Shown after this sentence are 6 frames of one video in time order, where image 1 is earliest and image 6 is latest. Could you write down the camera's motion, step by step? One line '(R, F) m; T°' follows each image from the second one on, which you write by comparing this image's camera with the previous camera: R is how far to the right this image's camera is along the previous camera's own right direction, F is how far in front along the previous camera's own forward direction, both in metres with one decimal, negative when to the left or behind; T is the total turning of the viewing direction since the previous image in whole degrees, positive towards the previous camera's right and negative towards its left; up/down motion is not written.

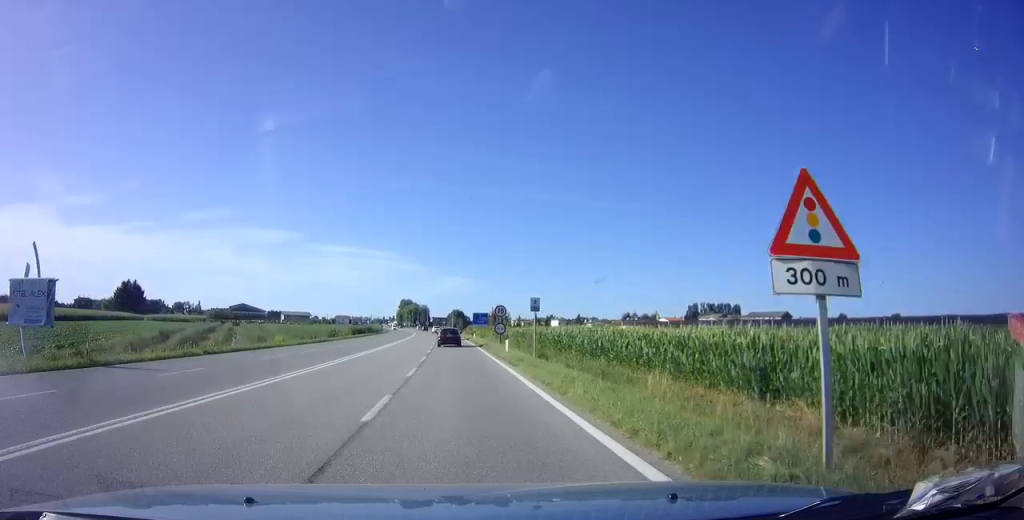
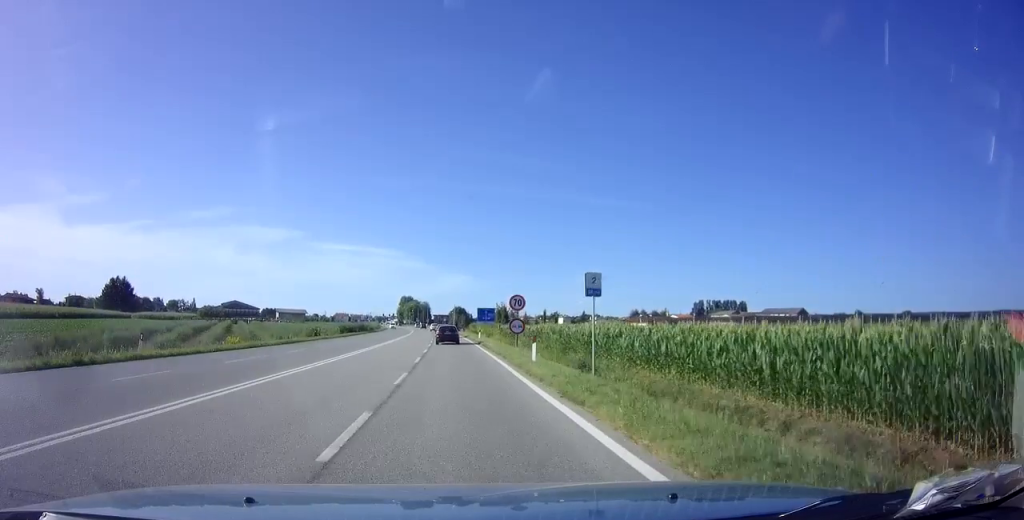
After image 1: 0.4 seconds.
(0.0, +9.8) m; 0°
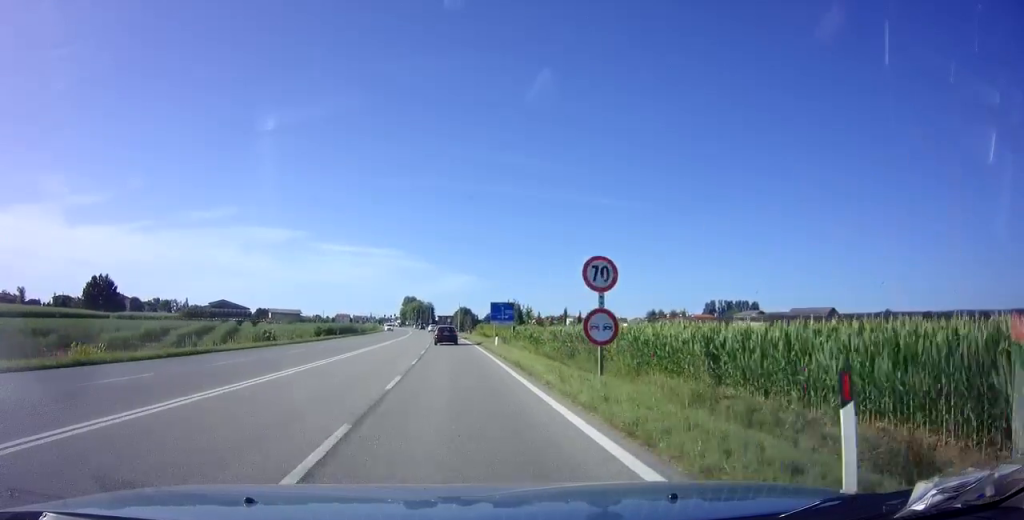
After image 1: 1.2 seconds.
(0.0, +16.6) m; 0°
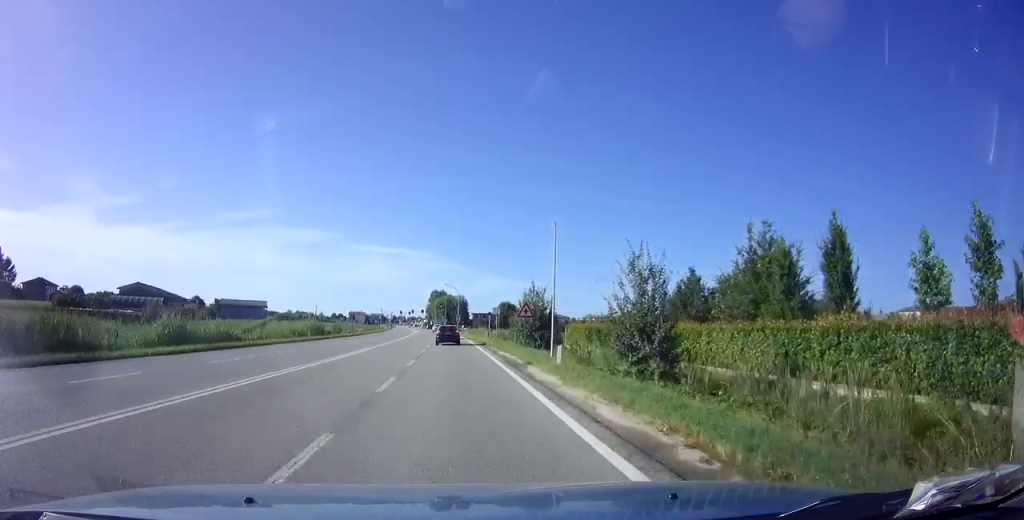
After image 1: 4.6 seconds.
(-2.4, +76.0) m; -4°
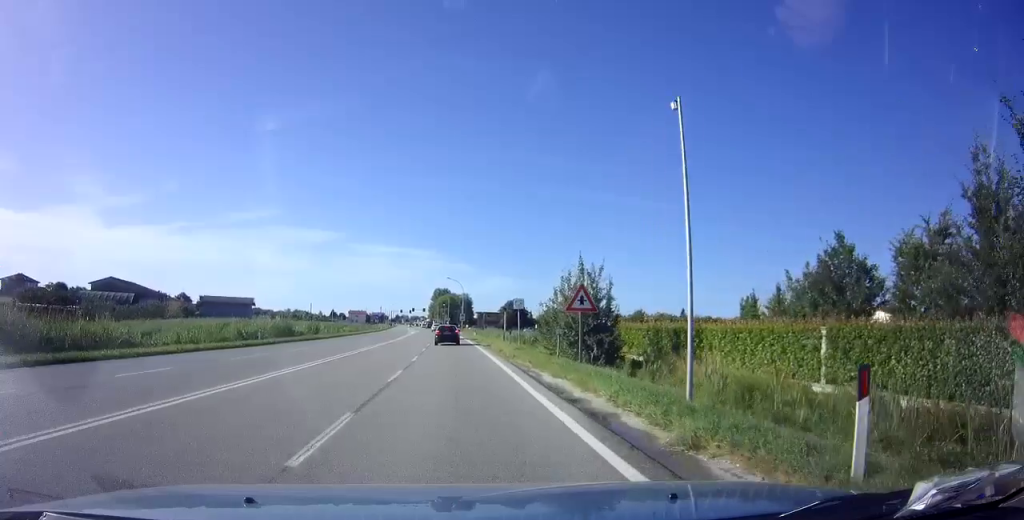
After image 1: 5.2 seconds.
(0.0, +13.2) m; 0°
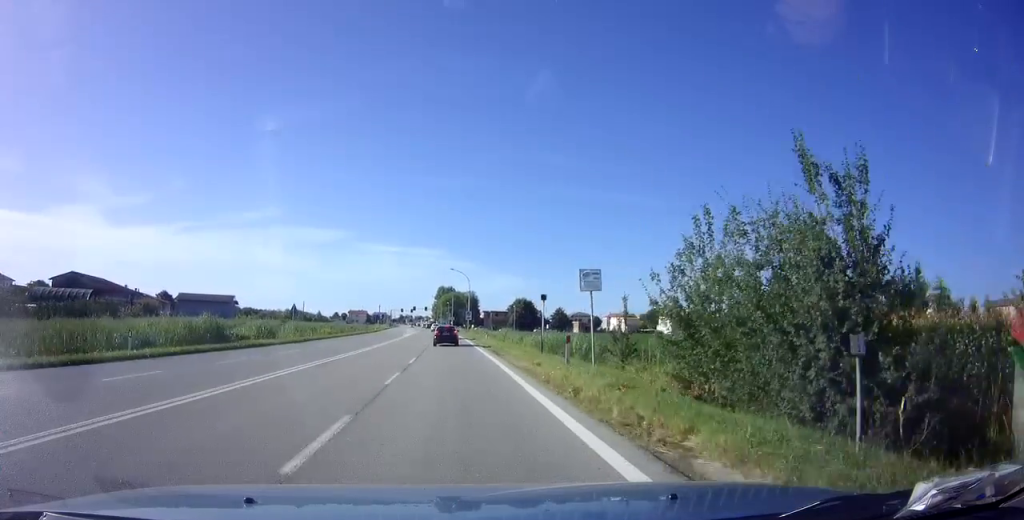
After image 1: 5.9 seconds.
(-0.1, +15.6) m; -1°
